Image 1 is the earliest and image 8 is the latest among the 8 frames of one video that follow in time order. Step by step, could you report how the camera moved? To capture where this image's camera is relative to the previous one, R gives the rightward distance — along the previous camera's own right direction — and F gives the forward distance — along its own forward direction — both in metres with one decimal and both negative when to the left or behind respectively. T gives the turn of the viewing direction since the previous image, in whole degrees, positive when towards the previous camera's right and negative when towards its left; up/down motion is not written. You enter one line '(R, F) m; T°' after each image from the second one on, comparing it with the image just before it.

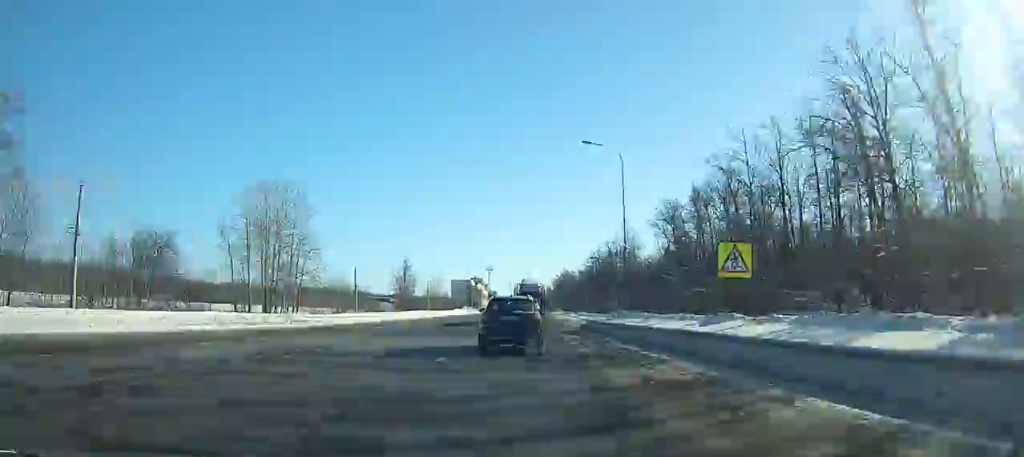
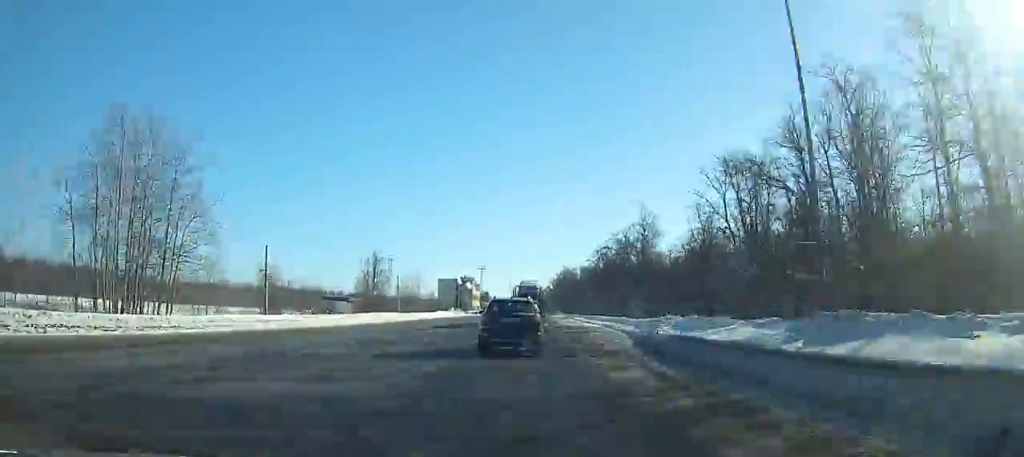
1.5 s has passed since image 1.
(-0.1, +25.1) m; 0°
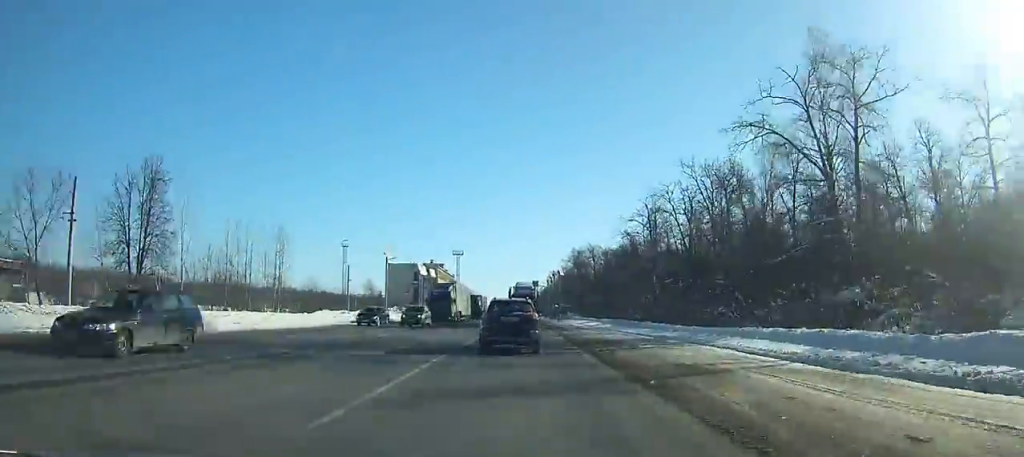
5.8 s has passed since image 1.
(+0.4, +71.4) m; 0°
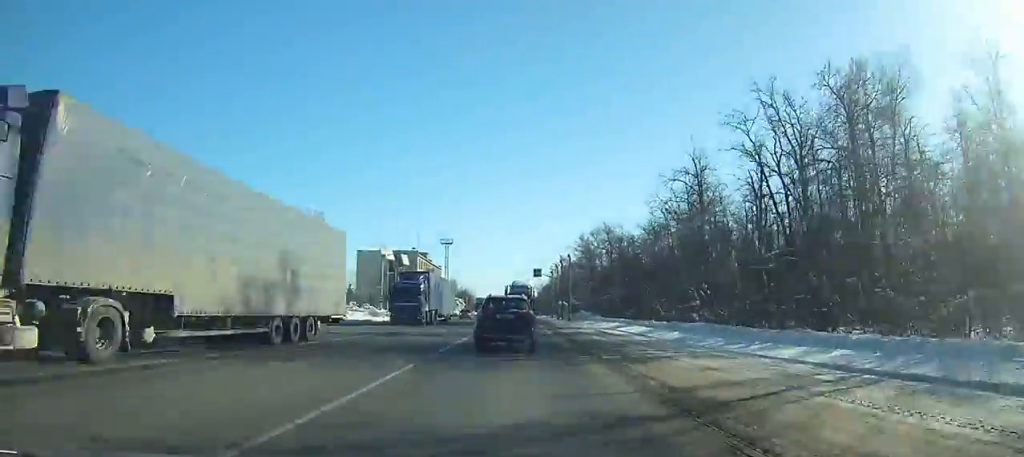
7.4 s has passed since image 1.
(0.0, +26.2) m; 0°
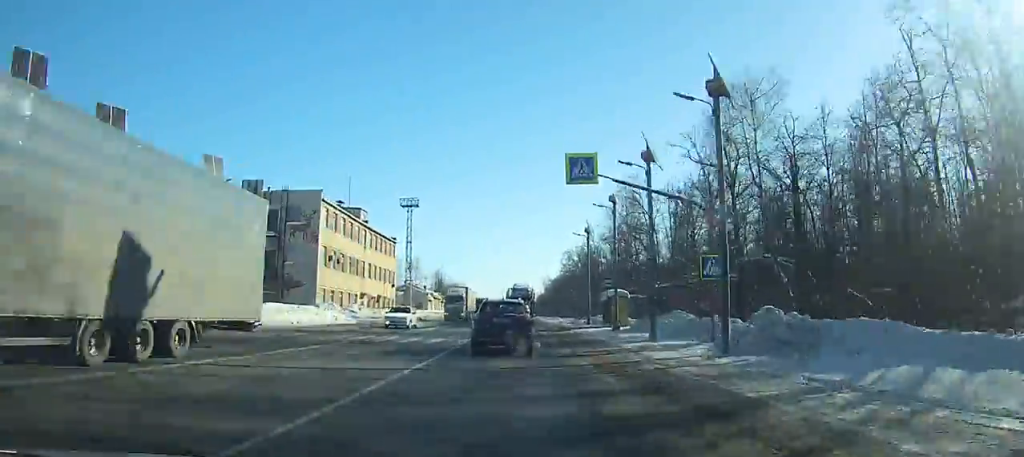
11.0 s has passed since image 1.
(+0.2, +58.1) m; +1°
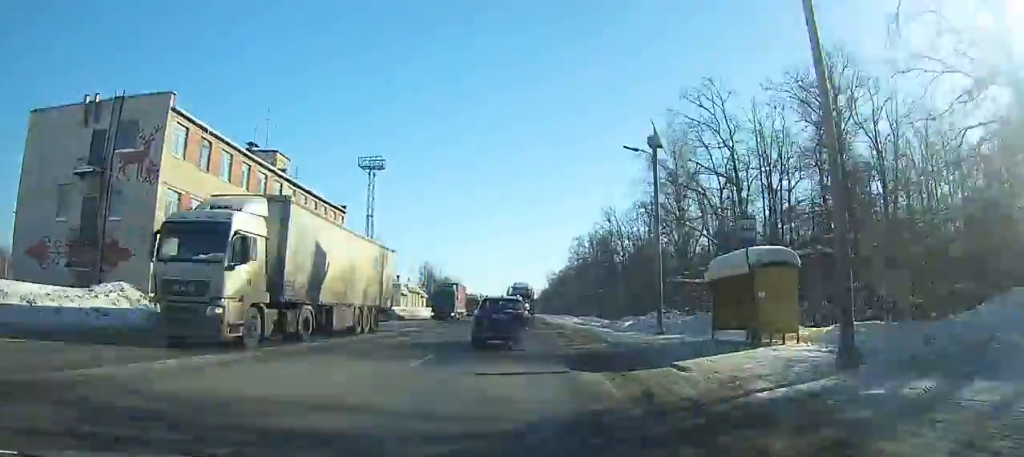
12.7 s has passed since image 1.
(+0.3, +27.2) m; 0°
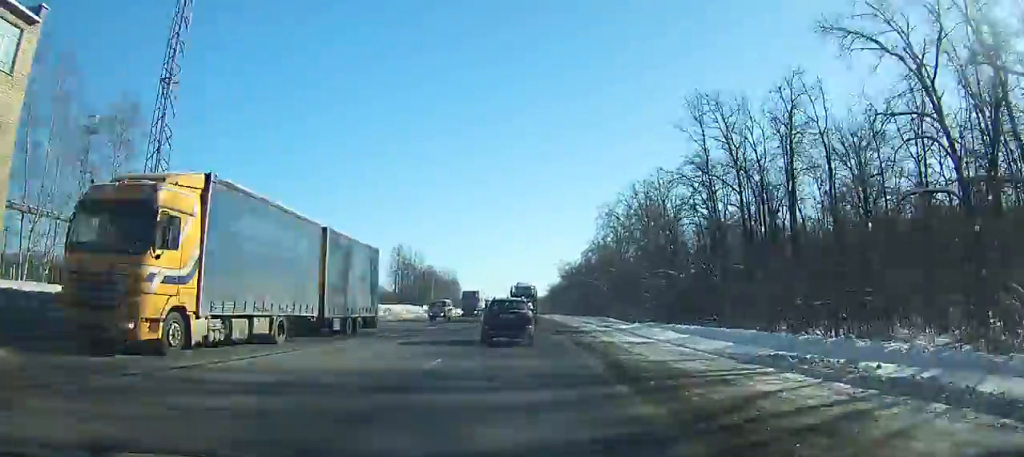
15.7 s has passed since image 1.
(0.0, +48.7) m; -2°
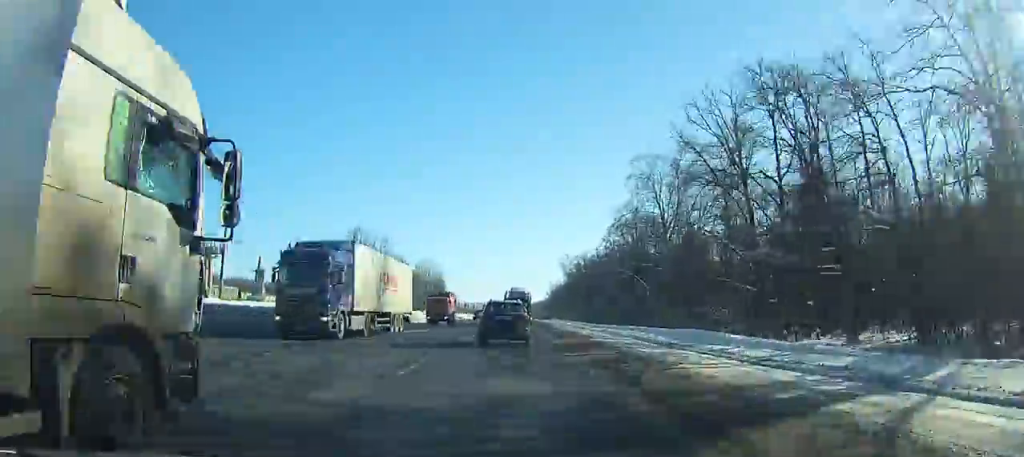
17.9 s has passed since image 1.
(-0.6, +37.2) m; -1°
